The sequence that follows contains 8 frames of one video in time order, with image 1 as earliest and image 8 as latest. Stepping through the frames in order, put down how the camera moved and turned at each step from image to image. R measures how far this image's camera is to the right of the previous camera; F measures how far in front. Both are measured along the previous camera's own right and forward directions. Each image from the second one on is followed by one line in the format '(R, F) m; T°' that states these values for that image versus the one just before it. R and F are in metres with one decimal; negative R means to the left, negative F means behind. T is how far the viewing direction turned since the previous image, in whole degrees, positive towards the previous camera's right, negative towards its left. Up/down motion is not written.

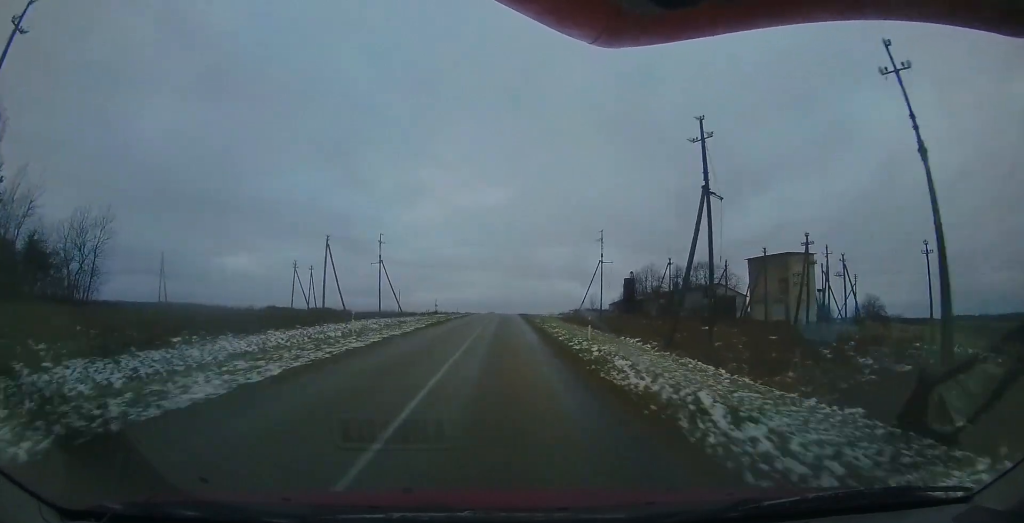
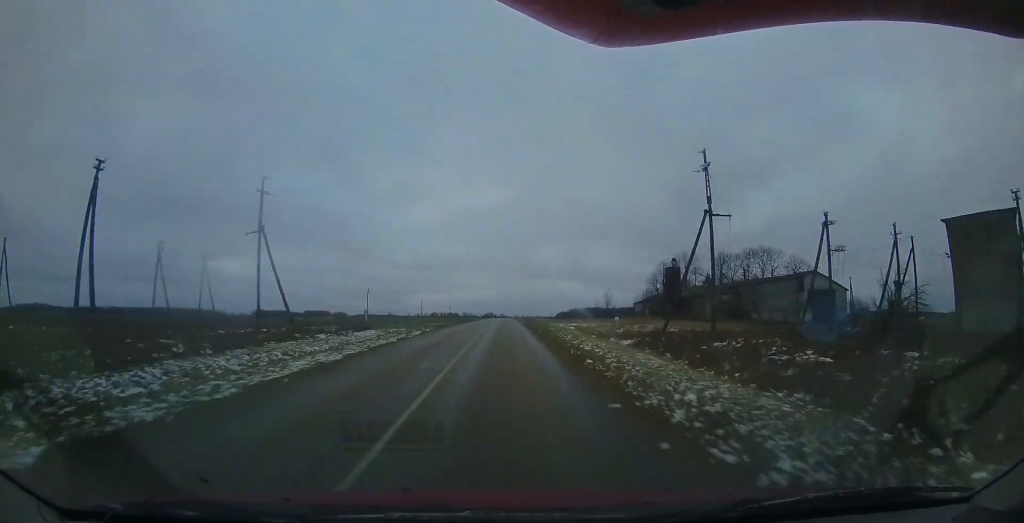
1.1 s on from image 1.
(+0.6, +27.8) m; 0°
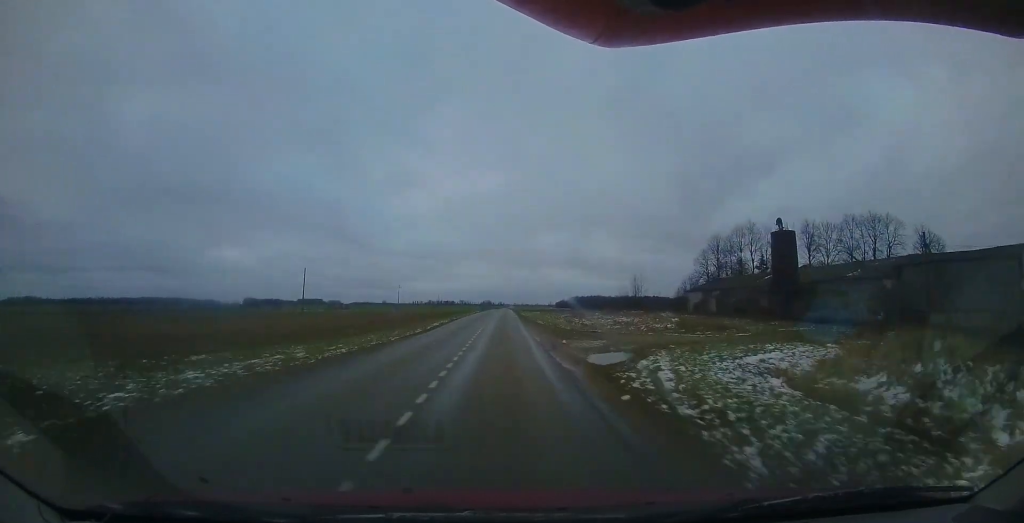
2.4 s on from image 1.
(-0.6, +32.1) m; 0°
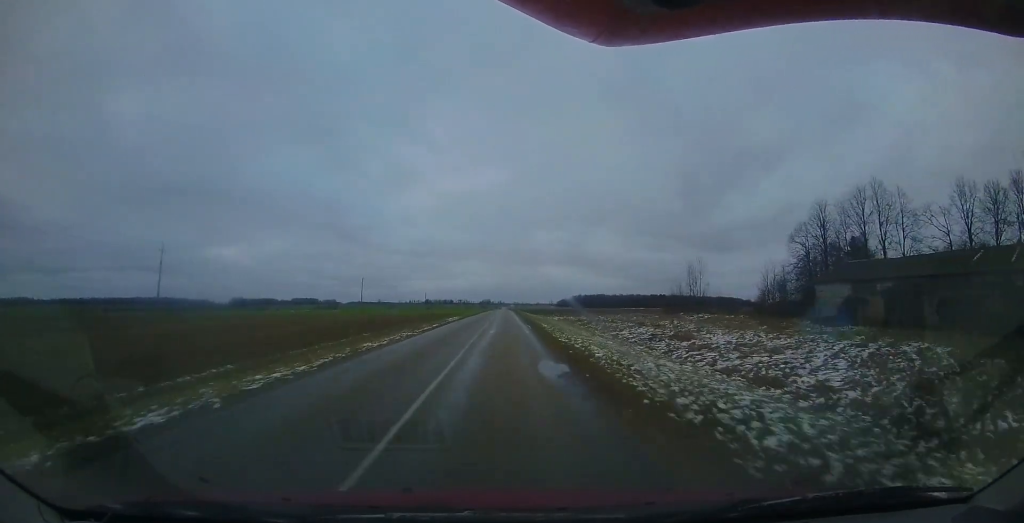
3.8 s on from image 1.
(+0.1, +33.1) m; +1°
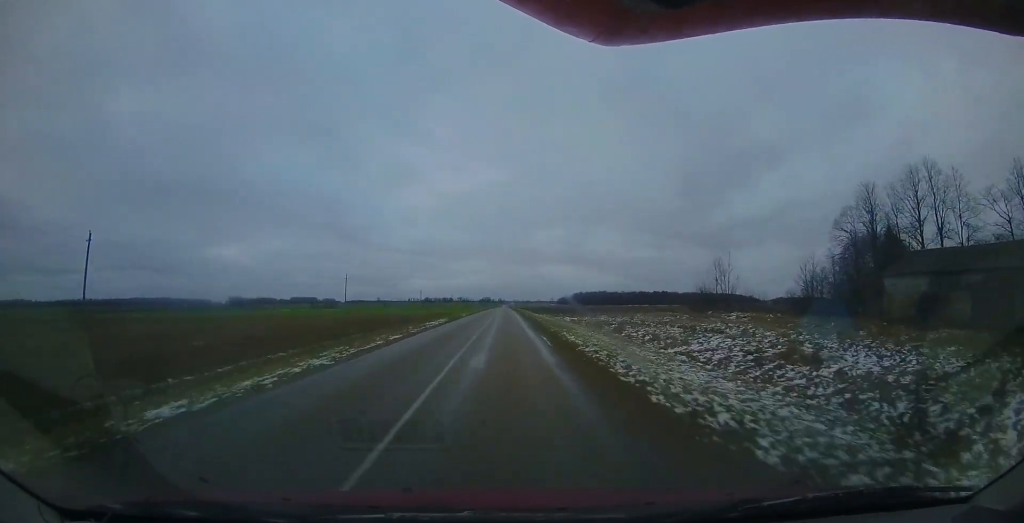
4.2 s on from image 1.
(-0.2, +10.0) m; 0°
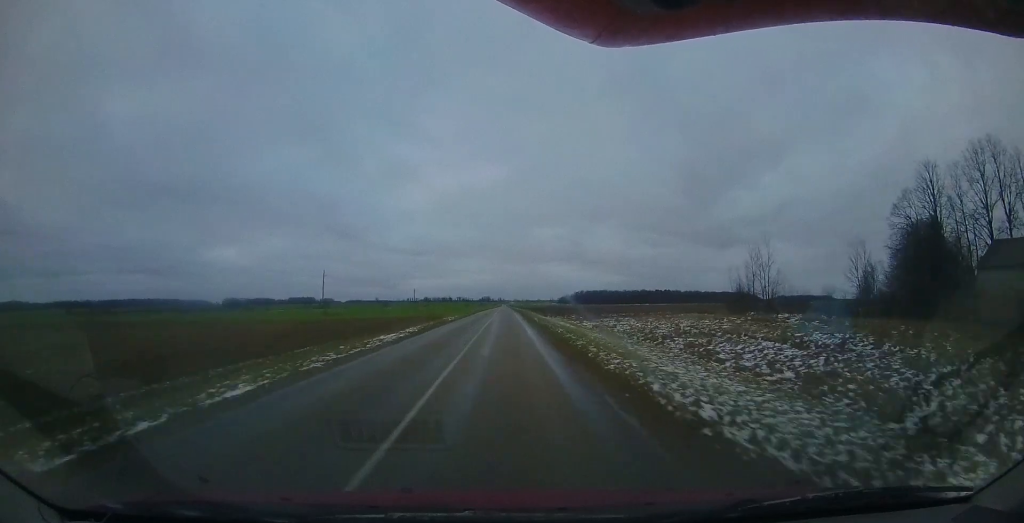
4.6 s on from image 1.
(+0.3, +11.0) m; +1°
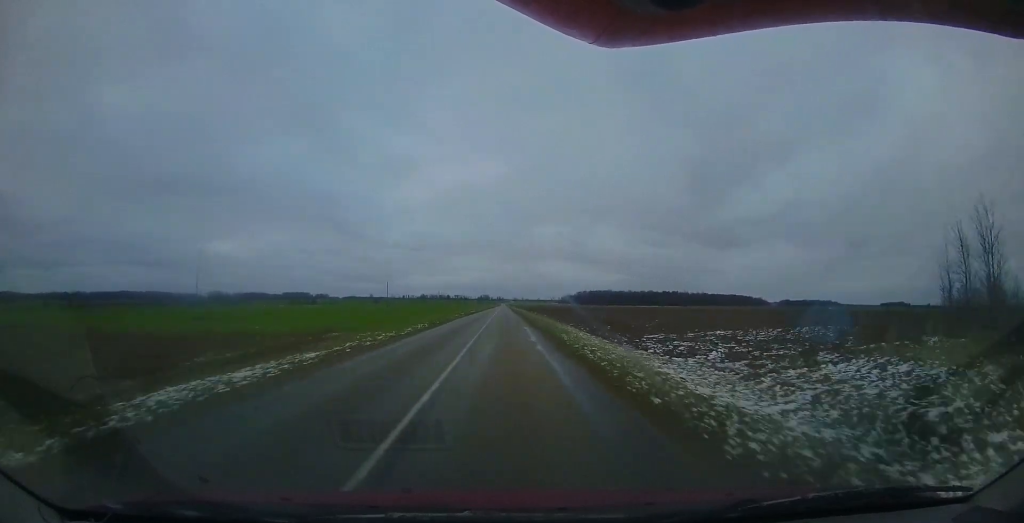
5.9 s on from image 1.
(+0.4, +33.6) m; 0°
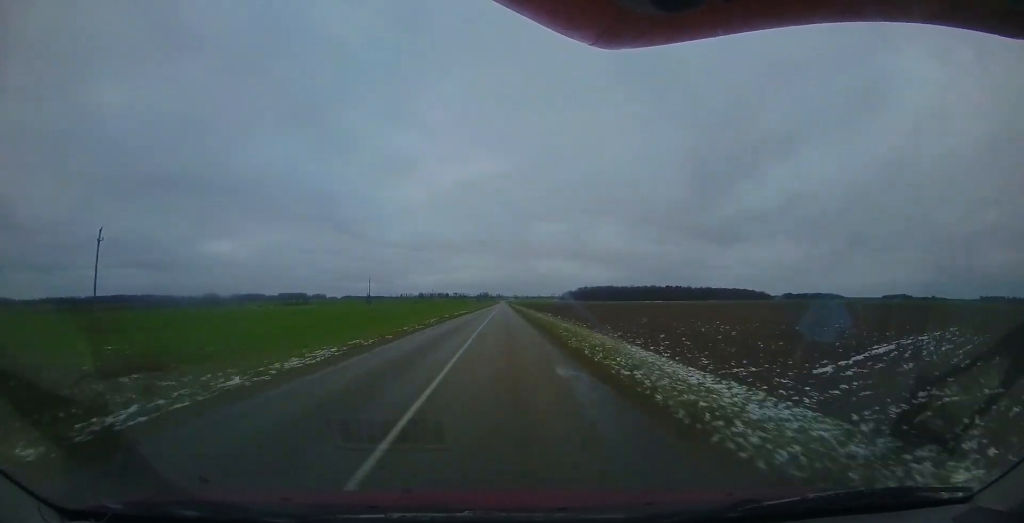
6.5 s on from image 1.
(-0.2, +14.3) m; 0°
